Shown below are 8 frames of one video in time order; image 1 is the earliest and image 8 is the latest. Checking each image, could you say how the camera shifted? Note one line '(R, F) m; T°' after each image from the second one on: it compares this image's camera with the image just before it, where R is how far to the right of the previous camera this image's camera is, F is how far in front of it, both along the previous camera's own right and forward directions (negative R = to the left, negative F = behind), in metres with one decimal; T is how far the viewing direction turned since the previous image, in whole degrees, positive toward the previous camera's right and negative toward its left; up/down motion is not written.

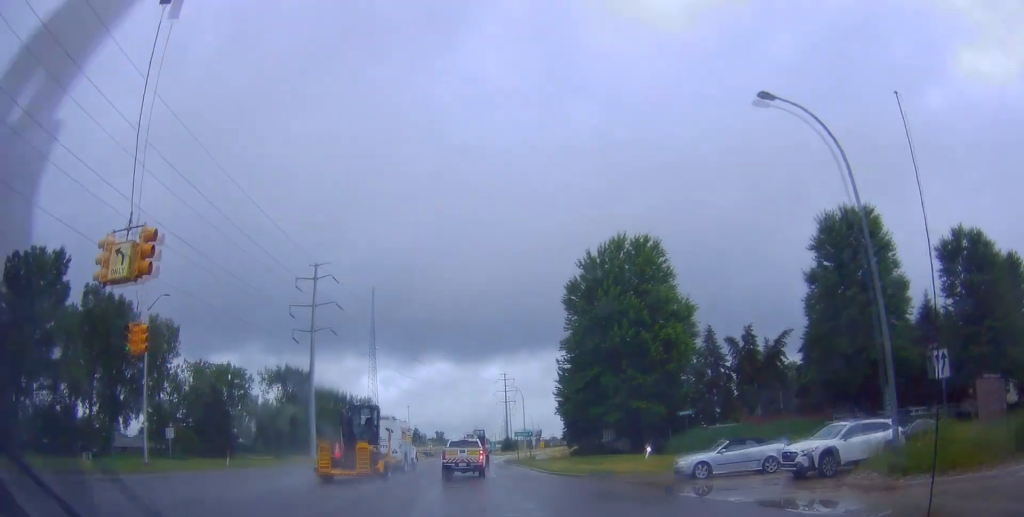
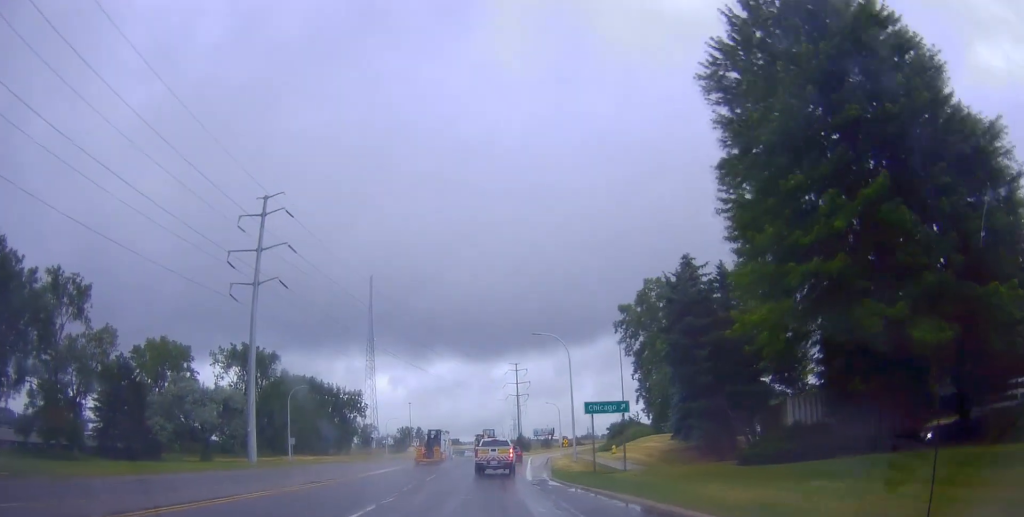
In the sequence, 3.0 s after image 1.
(+0.5, +32.0) m; +1°
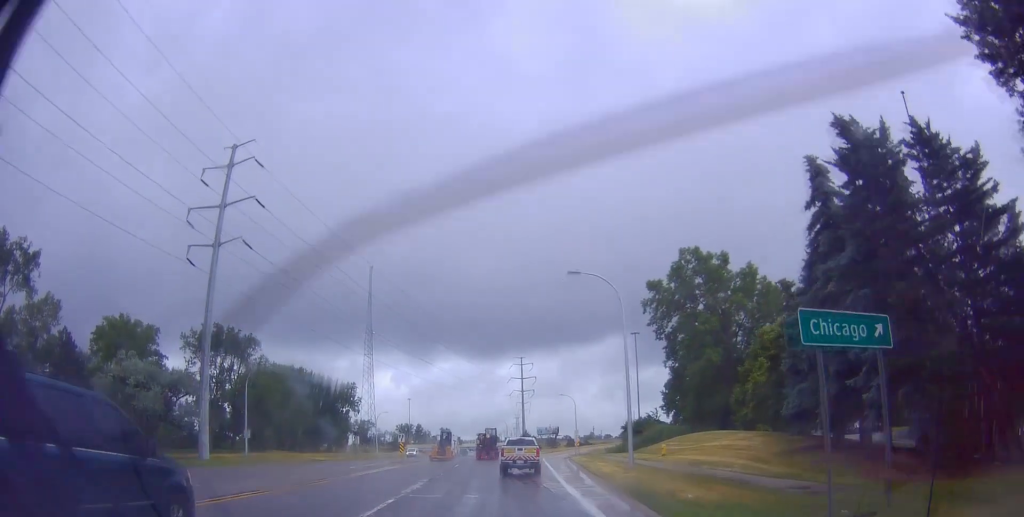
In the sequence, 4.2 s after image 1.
(-0.3, +13.4) m; 0°
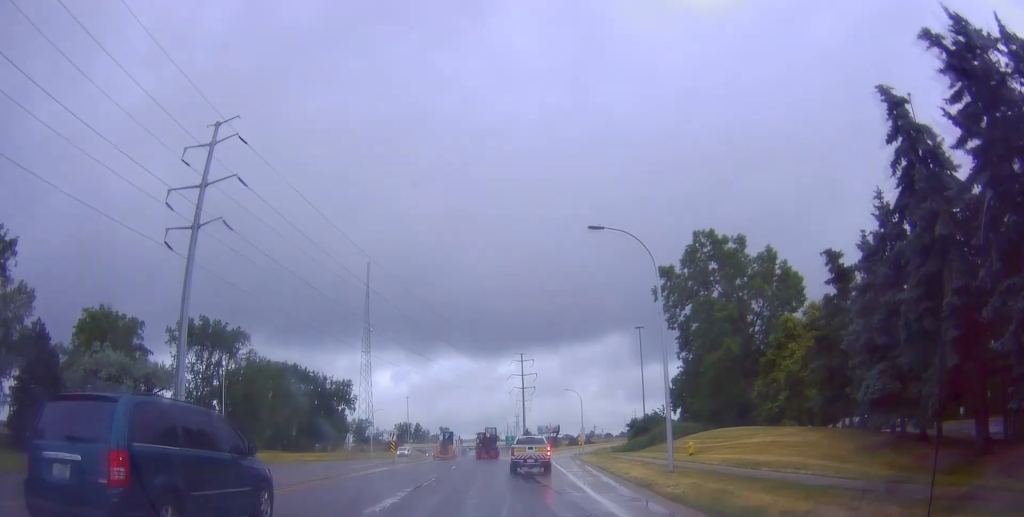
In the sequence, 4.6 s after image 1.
(0.0, +5.0) m; 0°
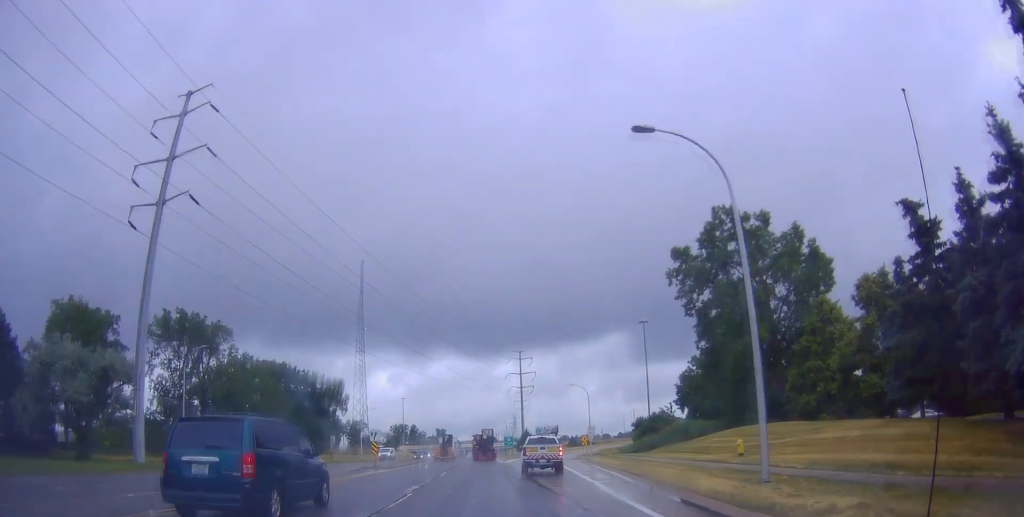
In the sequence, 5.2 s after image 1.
(+0.3, +6.8) m; 0°
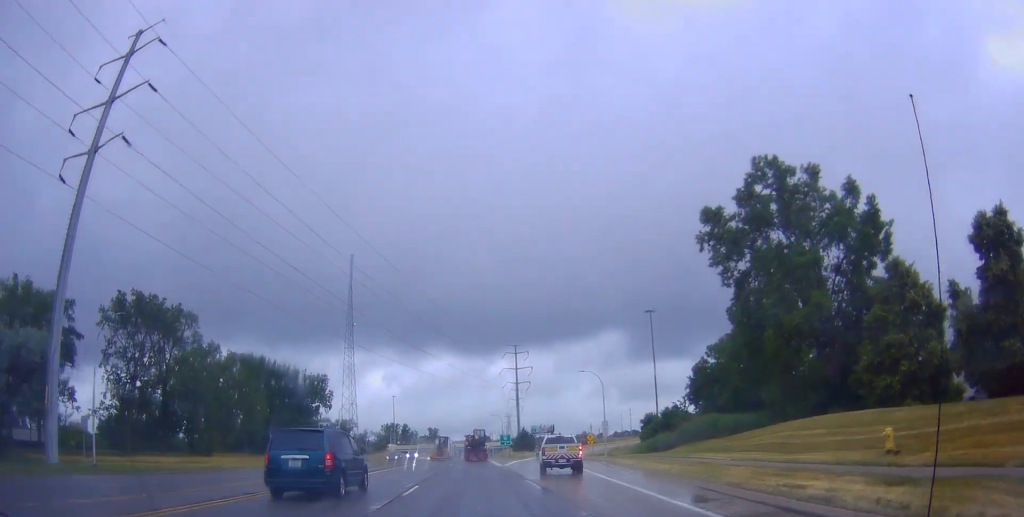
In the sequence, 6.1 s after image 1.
(-0.3, +11.3) m; -2°
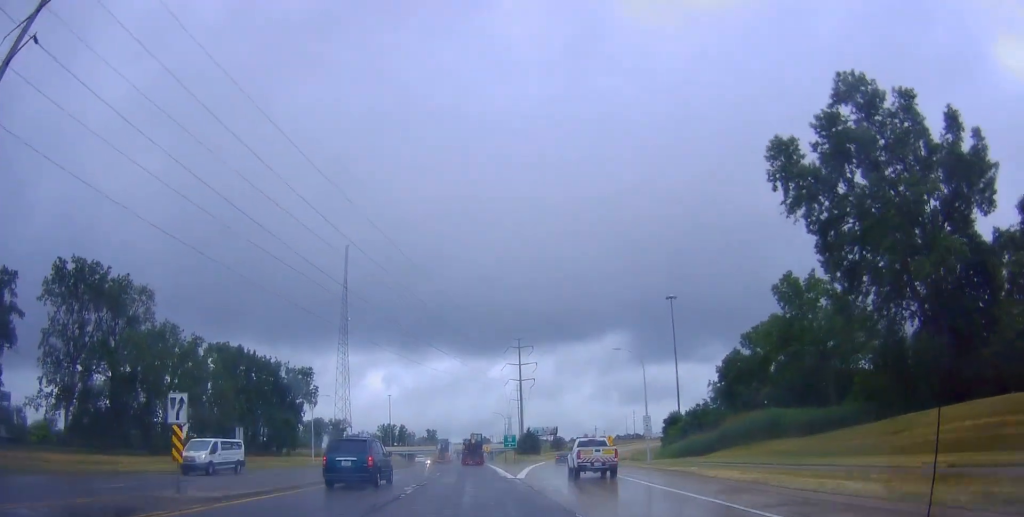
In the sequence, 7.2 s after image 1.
(-0.3, +14.7) m; +2°
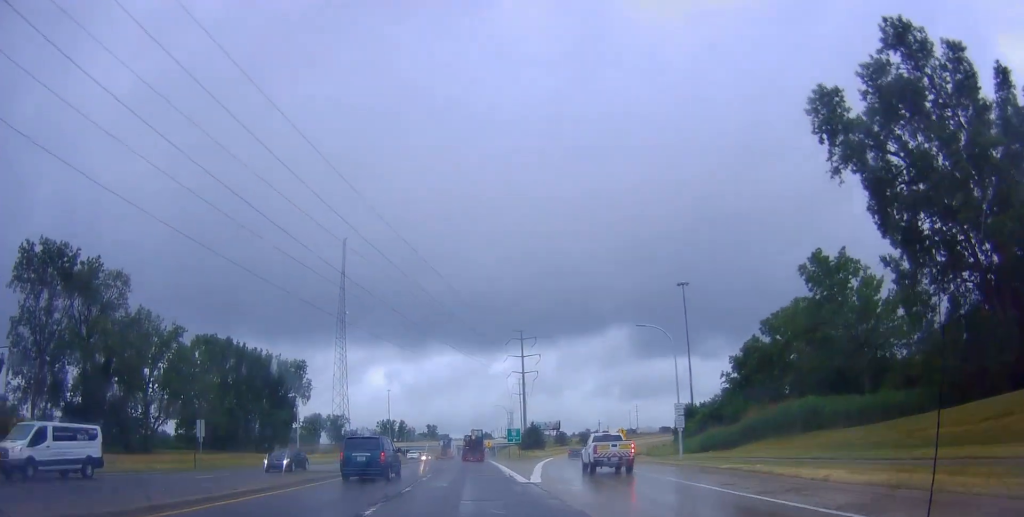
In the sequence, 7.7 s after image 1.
(+0.1, +6.9) m; +2°
